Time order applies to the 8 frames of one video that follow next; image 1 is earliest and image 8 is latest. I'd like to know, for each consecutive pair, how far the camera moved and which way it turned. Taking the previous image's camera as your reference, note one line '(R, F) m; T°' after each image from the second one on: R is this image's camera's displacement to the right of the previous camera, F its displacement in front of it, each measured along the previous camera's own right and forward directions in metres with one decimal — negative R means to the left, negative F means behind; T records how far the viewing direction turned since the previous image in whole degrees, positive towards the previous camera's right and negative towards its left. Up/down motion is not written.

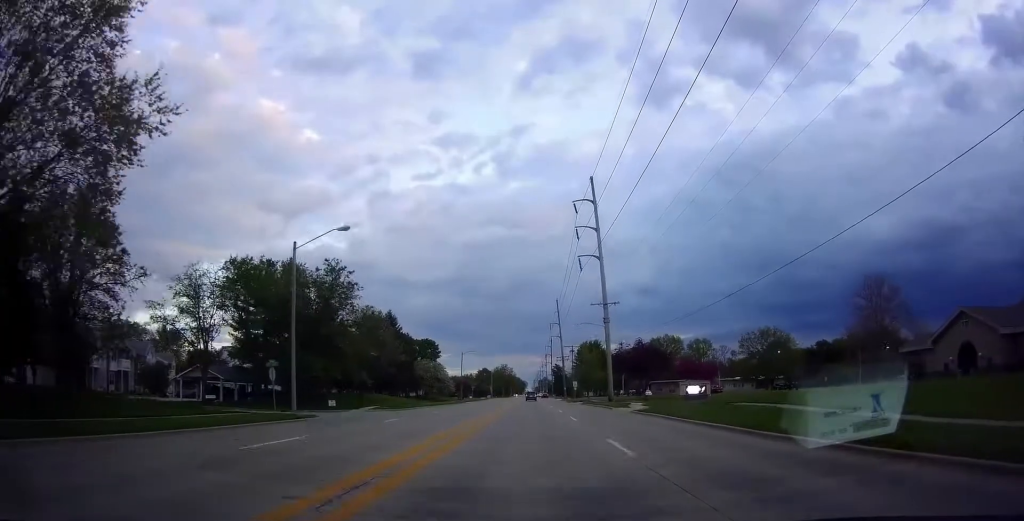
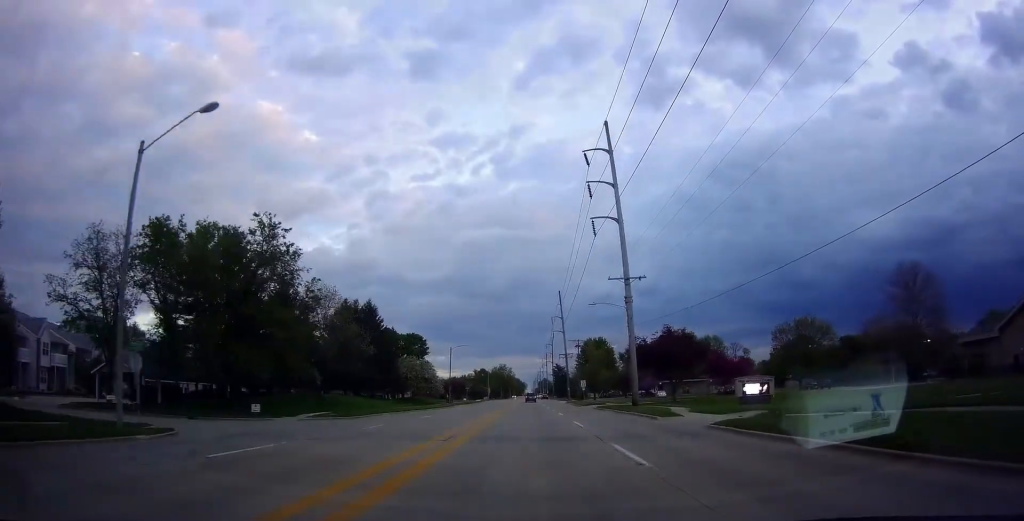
(-0.2, +14.2) m; -1°
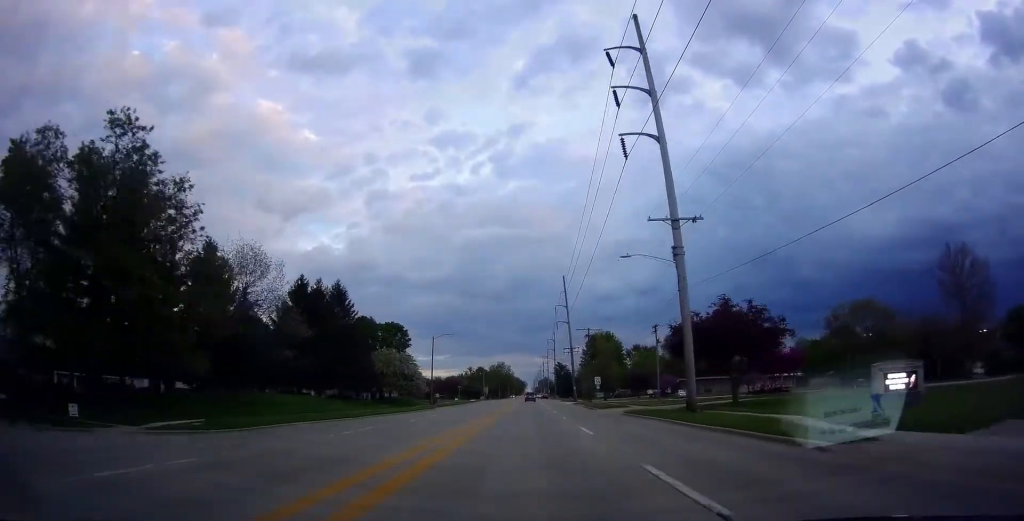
(-0.4, +16.6) m; +1°
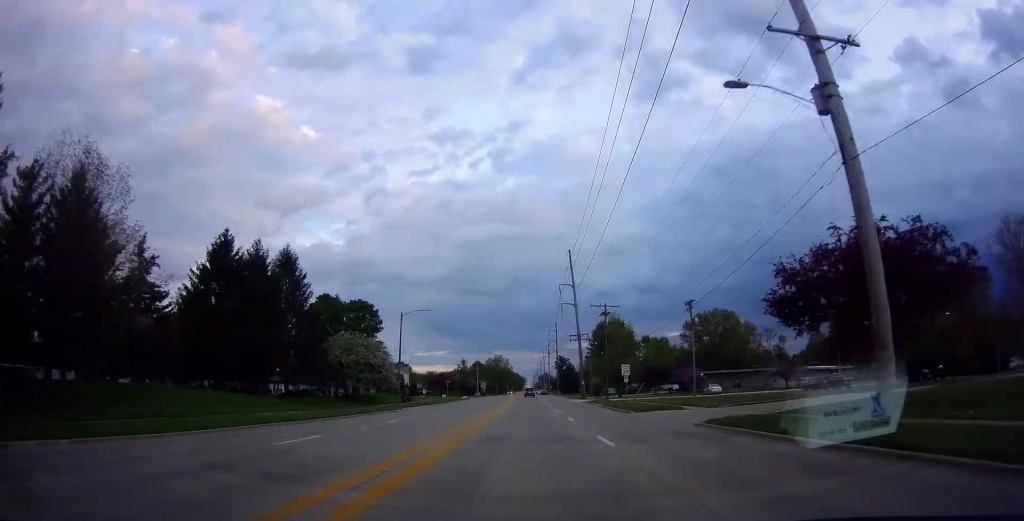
(+0.6, +17.8) m; +2°
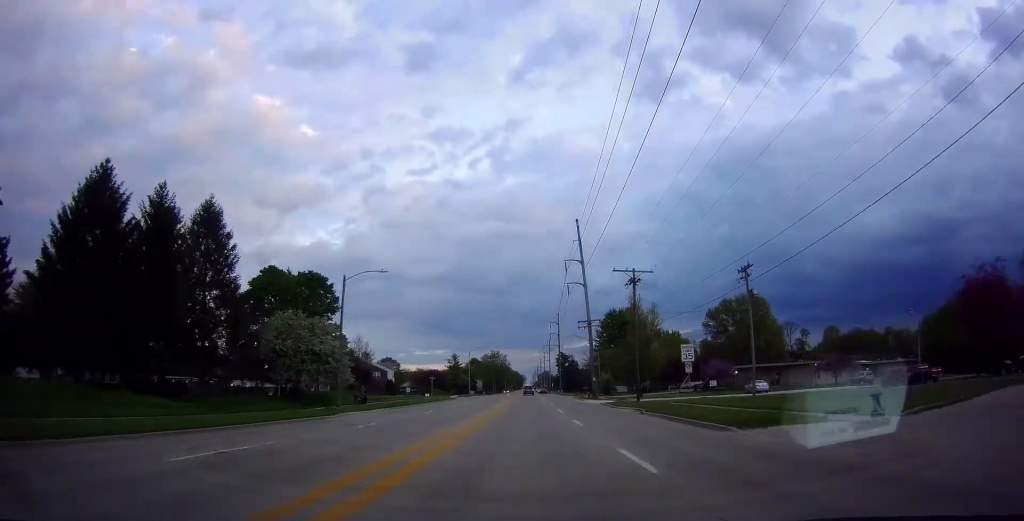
(0.0, +16.7) m; 0°
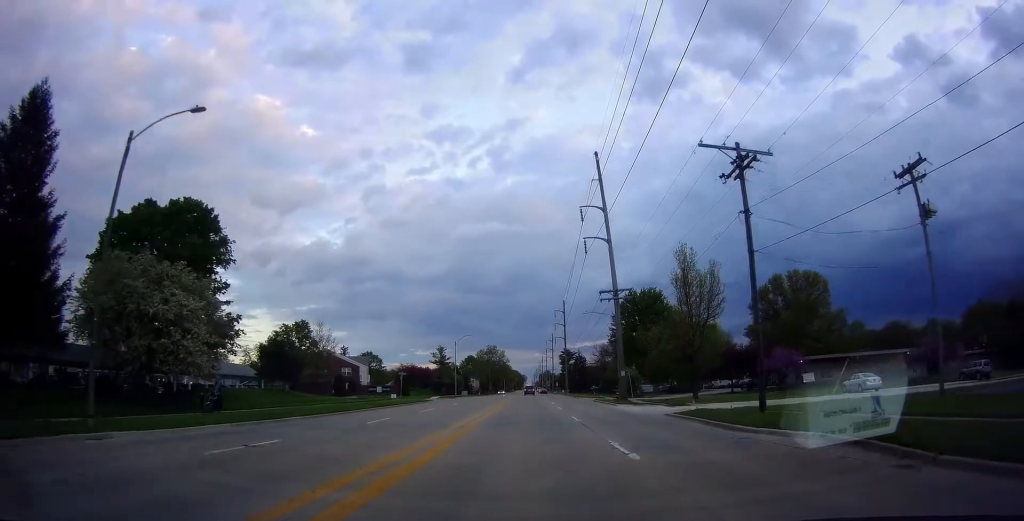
(0.0, +23.3) m; -1°
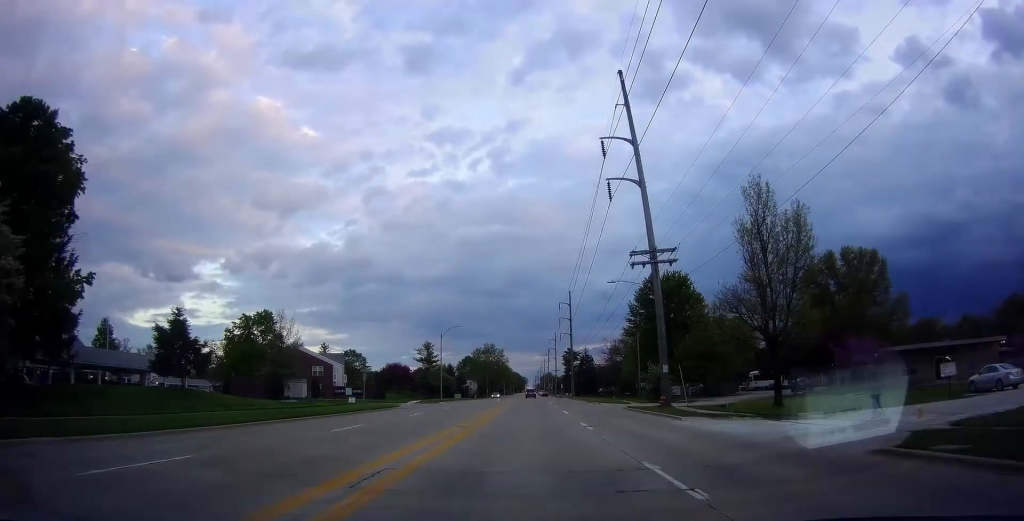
(-0.1, +16.1) m; -1°
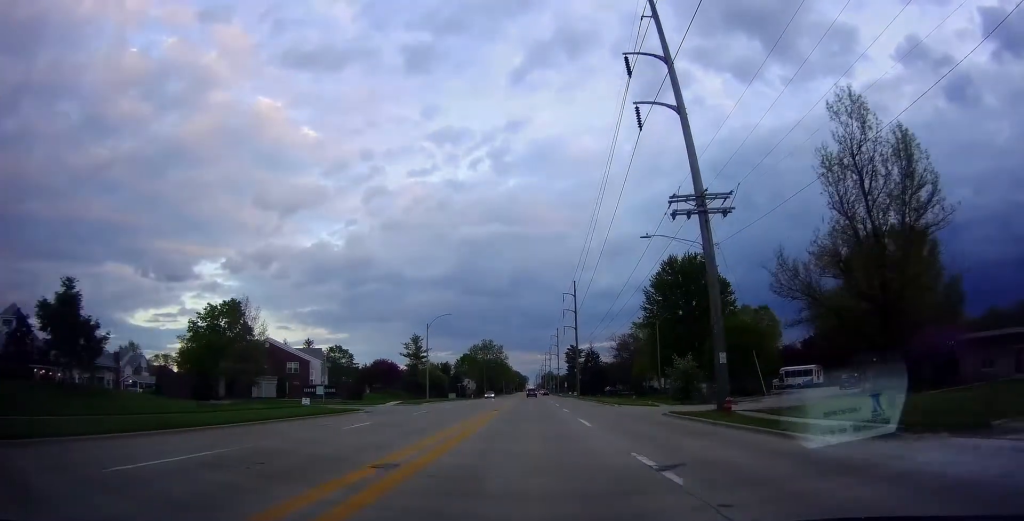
(-0.2, +10.8) m; 0°
